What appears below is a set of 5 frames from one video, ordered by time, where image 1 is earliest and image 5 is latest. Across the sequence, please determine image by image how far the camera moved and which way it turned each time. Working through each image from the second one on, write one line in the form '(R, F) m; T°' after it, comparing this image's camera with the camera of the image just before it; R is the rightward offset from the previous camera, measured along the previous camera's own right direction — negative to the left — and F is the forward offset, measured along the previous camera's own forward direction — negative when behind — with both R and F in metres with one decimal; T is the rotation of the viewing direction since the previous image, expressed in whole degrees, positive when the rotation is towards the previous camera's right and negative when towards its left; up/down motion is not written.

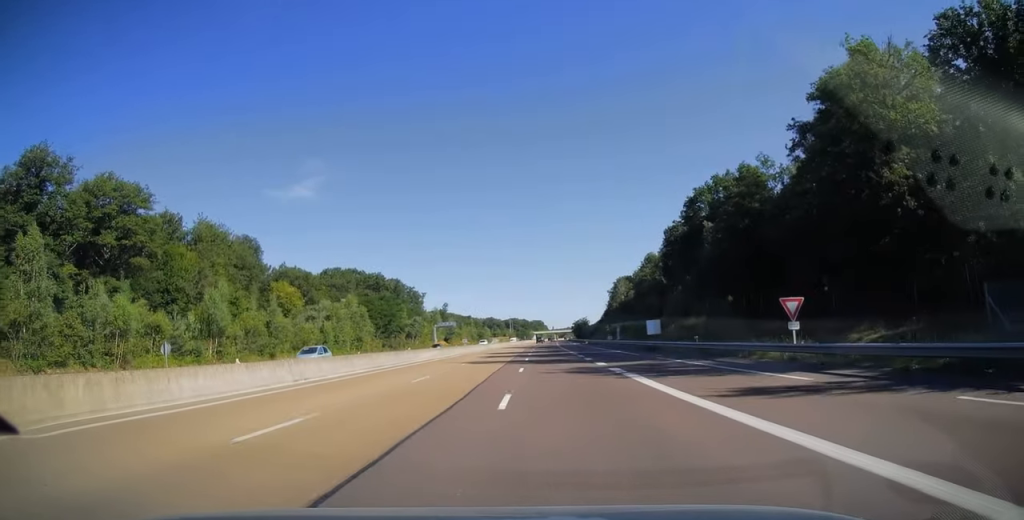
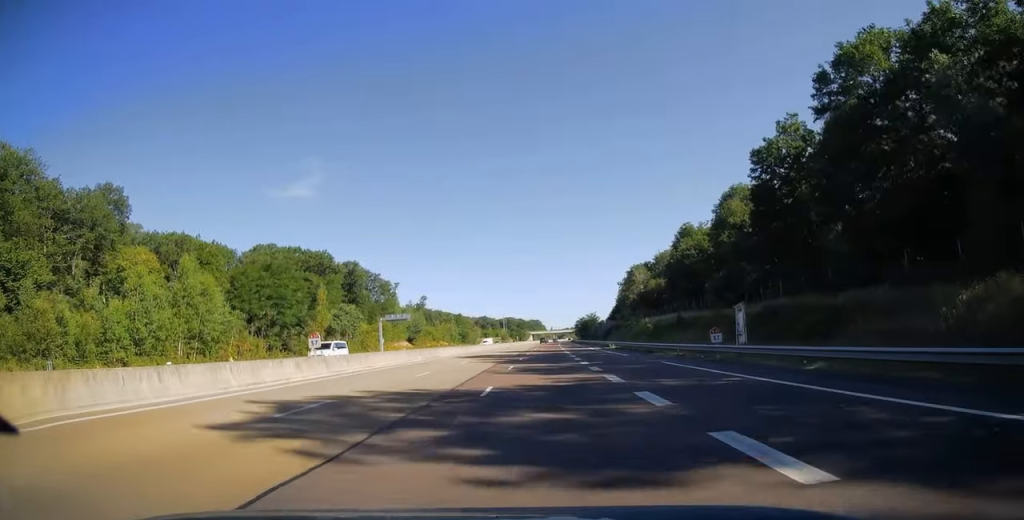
(+0.1, +48.9) m; 0°
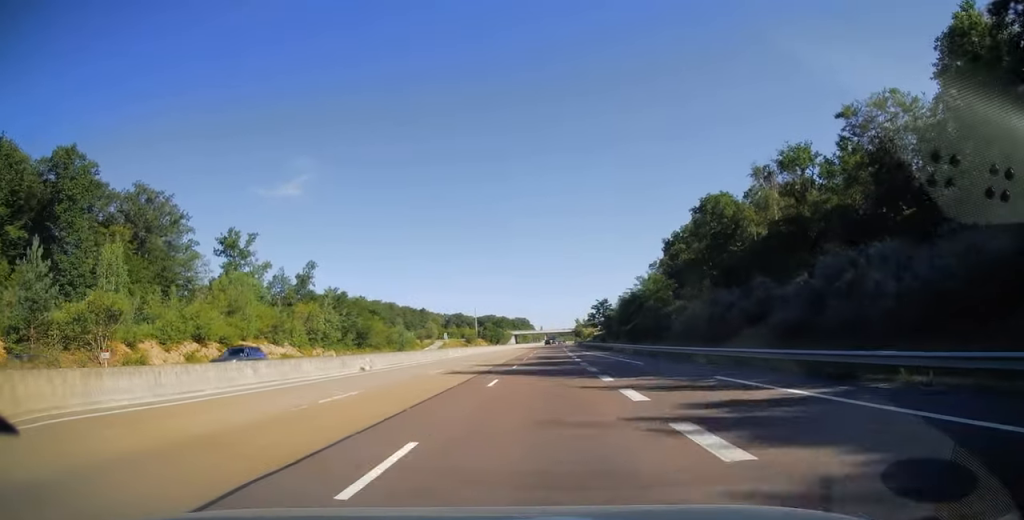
(+0.5, +113.5) m; +1°
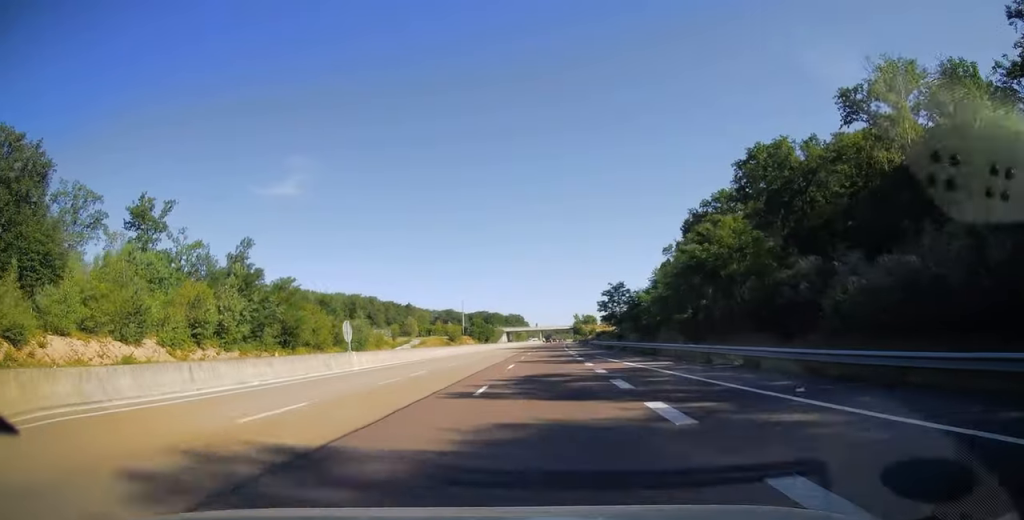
(0.0, +29.8) m; 0°
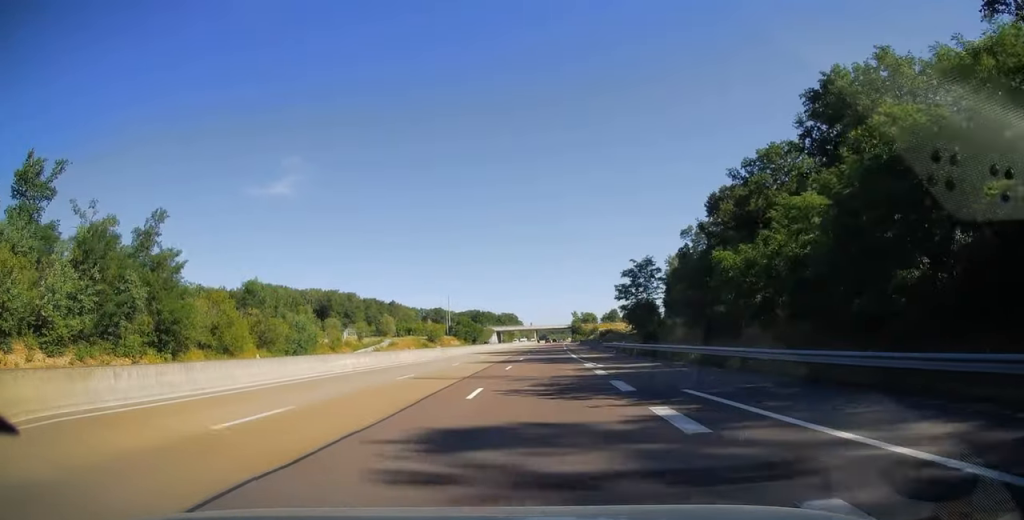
(+0.1, +26.7) m; +1°
